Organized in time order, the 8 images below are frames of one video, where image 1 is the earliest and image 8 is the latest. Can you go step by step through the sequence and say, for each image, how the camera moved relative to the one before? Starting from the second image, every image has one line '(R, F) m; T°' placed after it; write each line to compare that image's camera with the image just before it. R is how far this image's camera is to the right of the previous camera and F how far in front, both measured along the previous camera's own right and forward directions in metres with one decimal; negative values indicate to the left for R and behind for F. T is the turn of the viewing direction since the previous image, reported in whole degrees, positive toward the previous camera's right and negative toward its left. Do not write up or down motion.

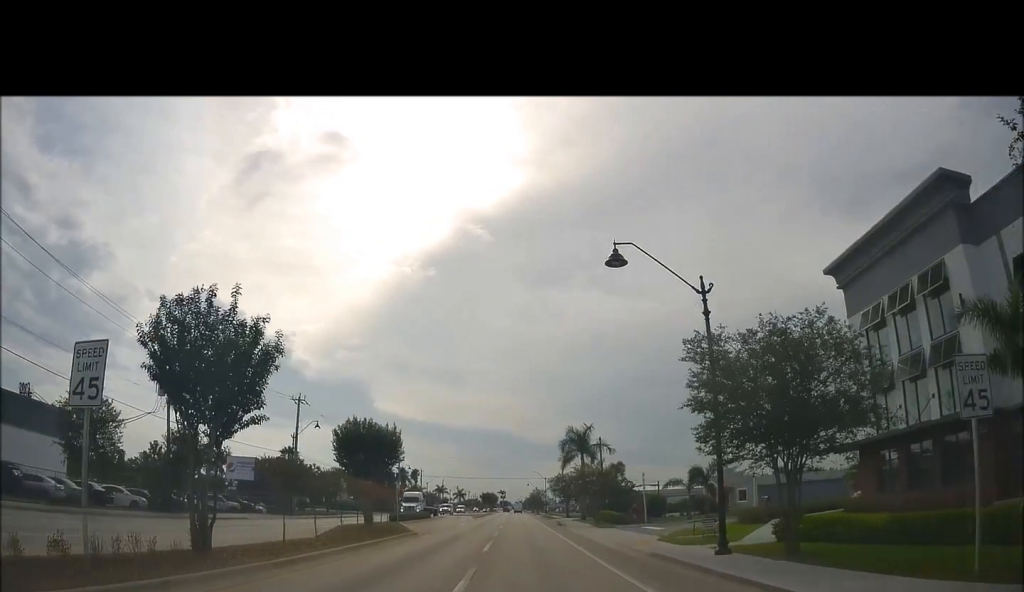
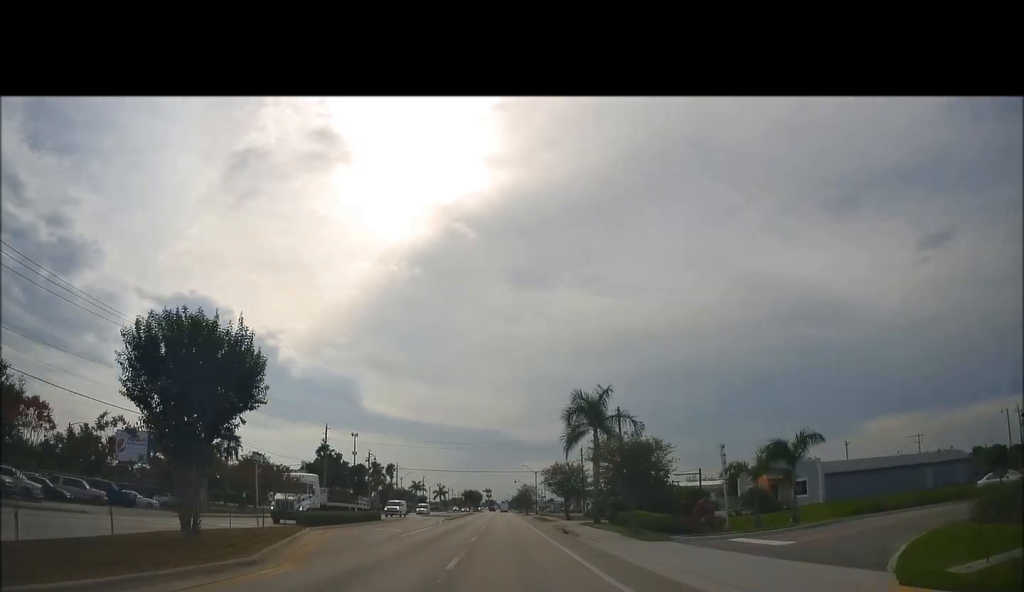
(0.0, +17.4) m; 0°
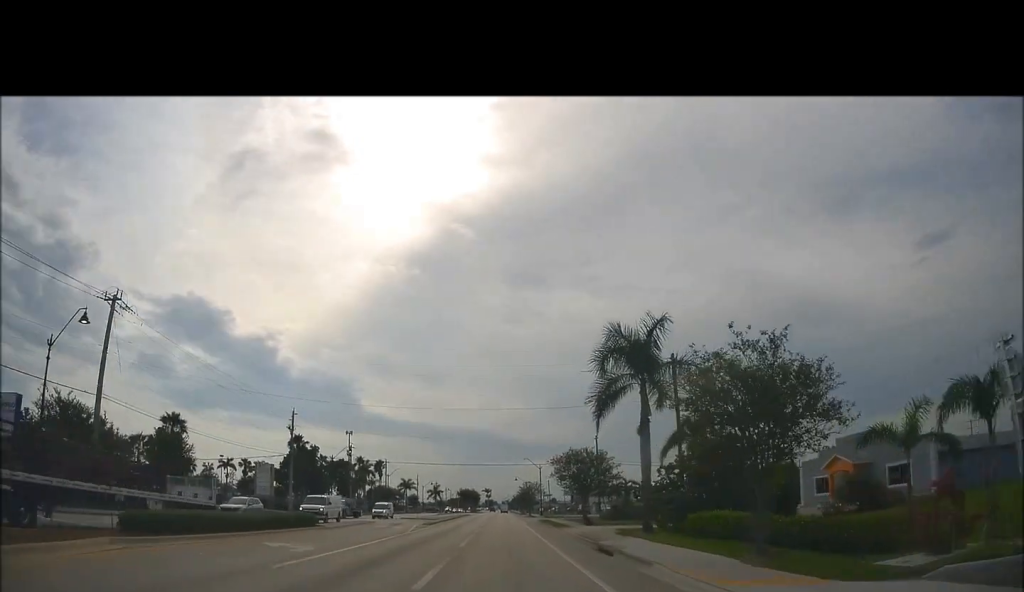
(0.0, +15.2) m; +1°
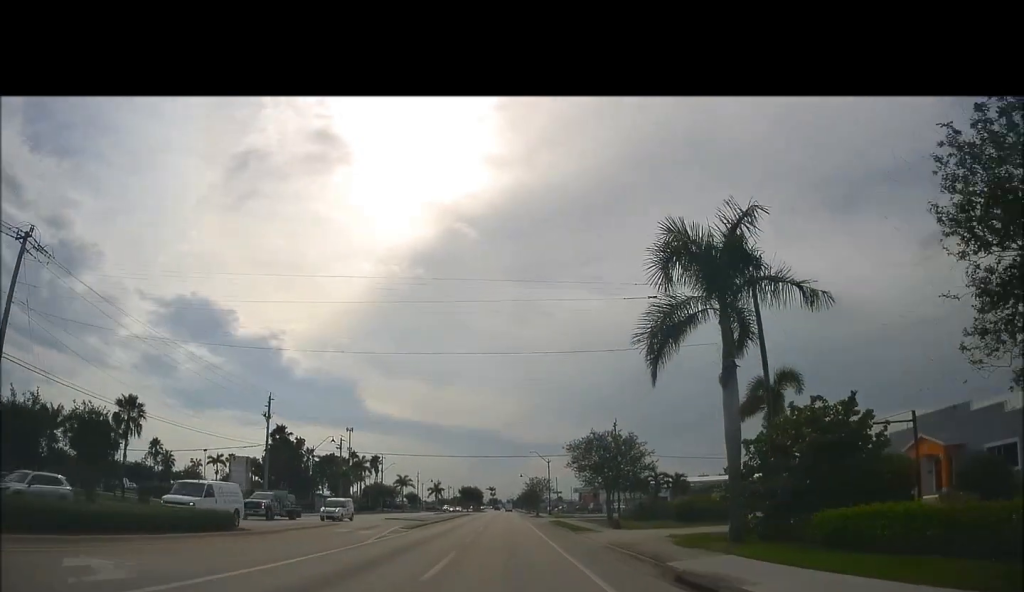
(+0.1, +9.9) m; +1°
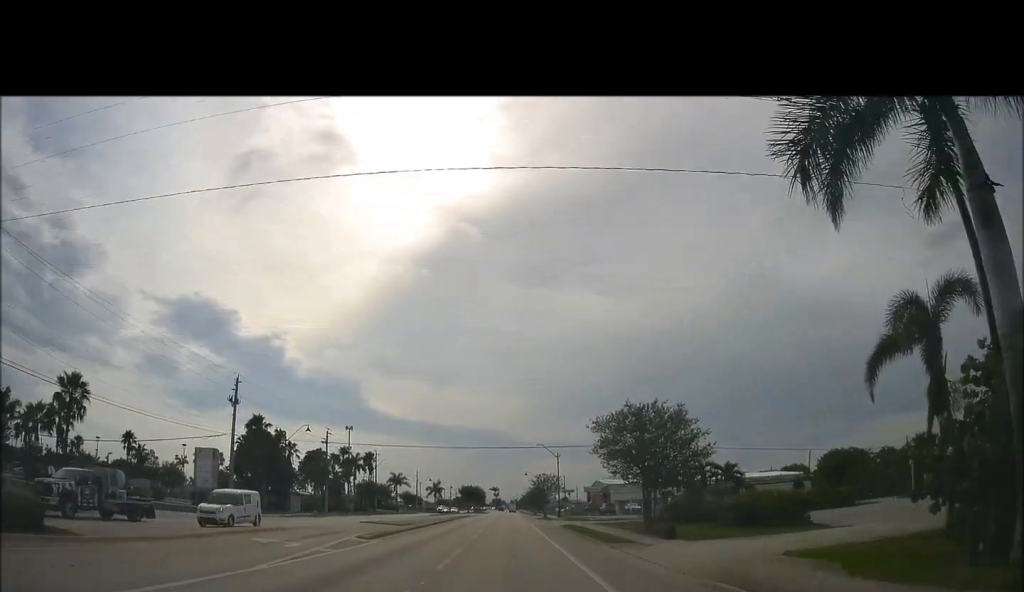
(+0.3, +10.2) m; 0°
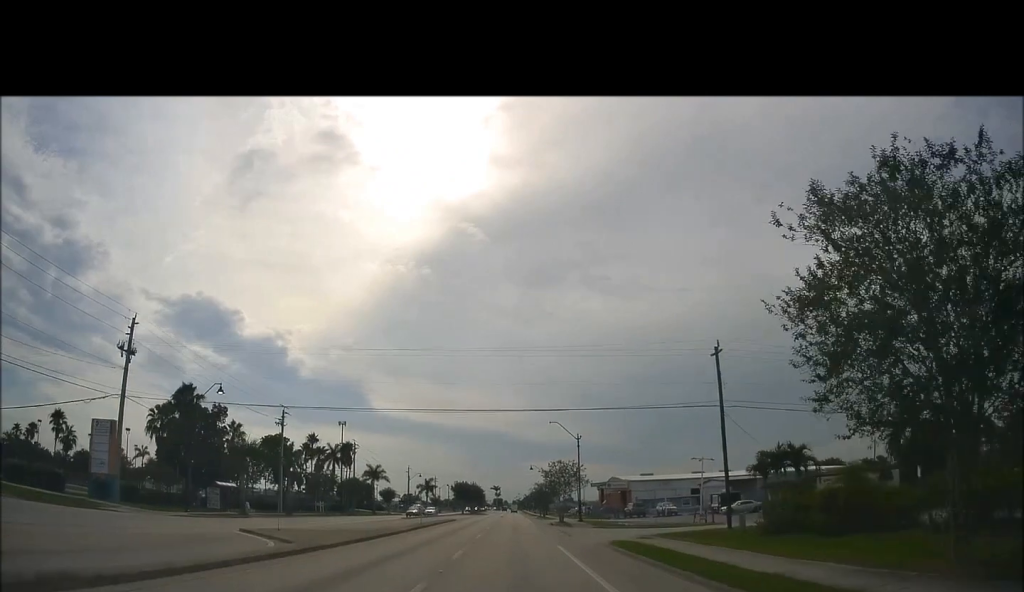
(-0.6, +20.2) m; -2°
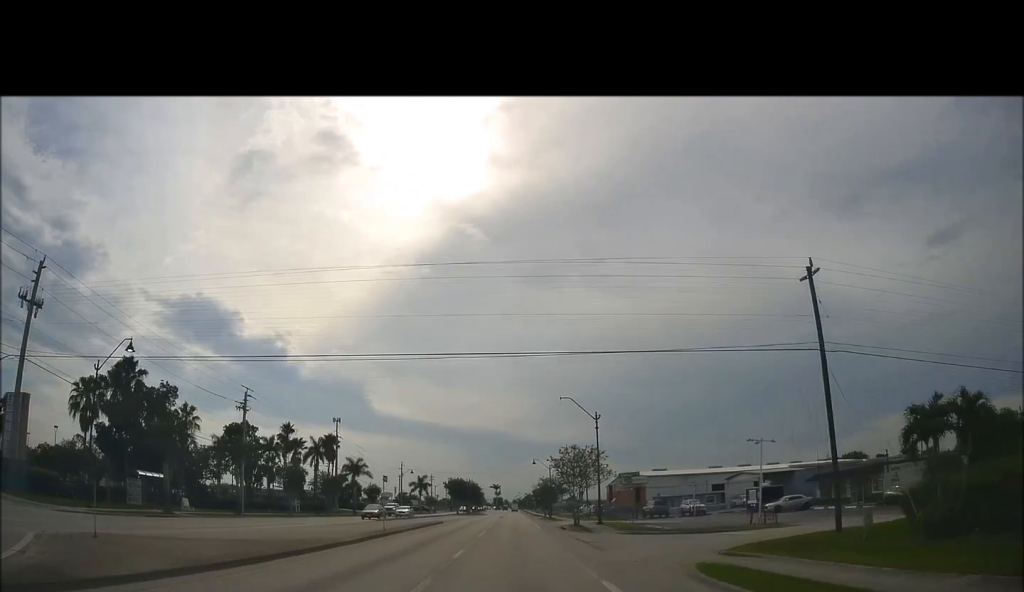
(0.0, +11.5) m; 0°
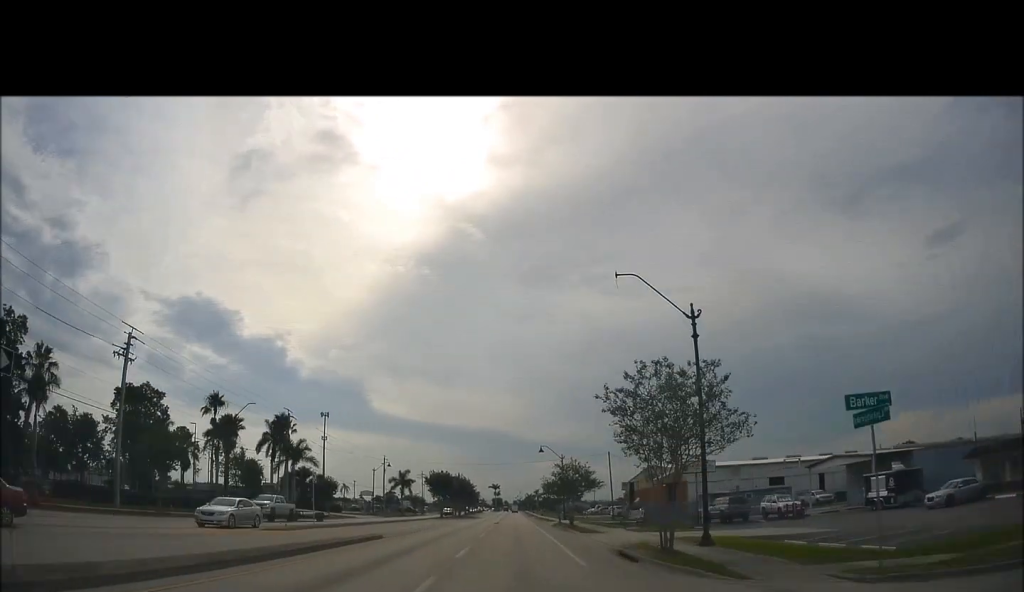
(0.0, +22.8) m; 0°
